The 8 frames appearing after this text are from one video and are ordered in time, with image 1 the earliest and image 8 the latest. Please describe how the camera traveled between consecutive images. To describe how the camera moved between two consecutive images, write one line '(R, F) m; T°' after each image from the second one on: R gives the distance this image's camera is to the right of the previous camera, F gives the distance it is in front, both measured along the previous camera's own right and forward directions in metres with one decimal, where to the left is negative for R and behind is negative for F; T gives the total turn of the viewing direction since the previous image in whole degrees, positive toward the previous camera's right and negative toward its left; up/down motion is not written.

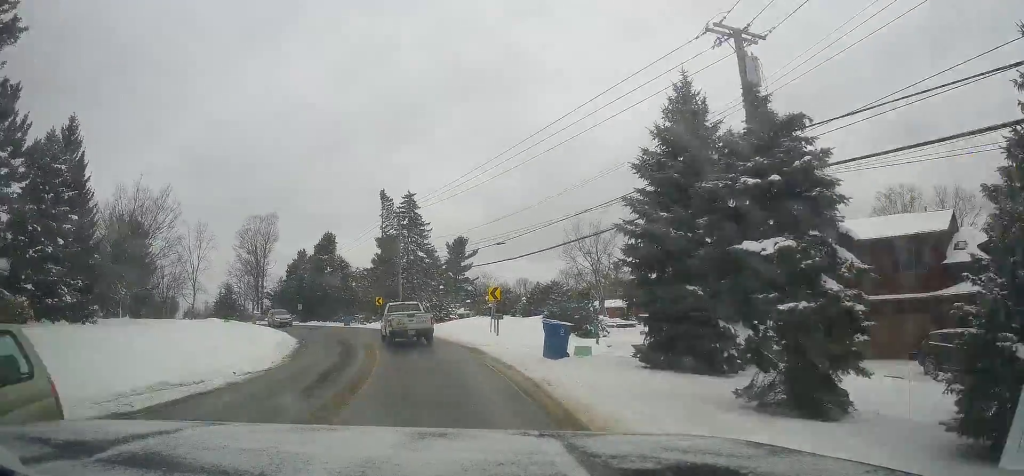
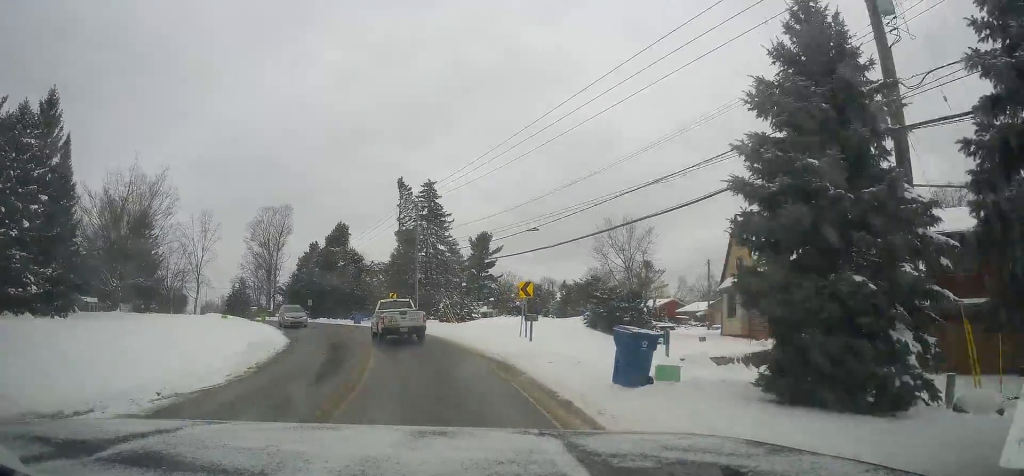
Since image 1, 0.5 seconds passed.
(-0.4, +6.2) m; -1°
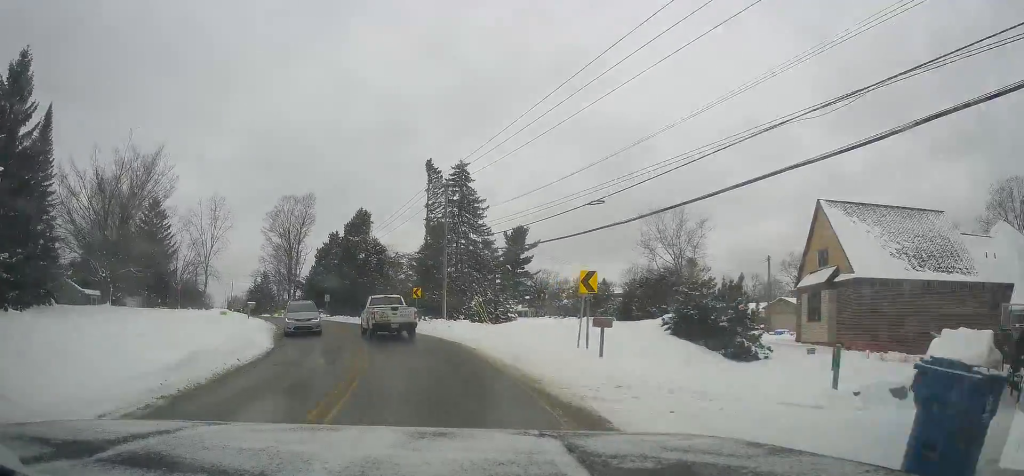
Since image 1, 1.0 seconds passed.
(-0.3, +7.6) m; -1°
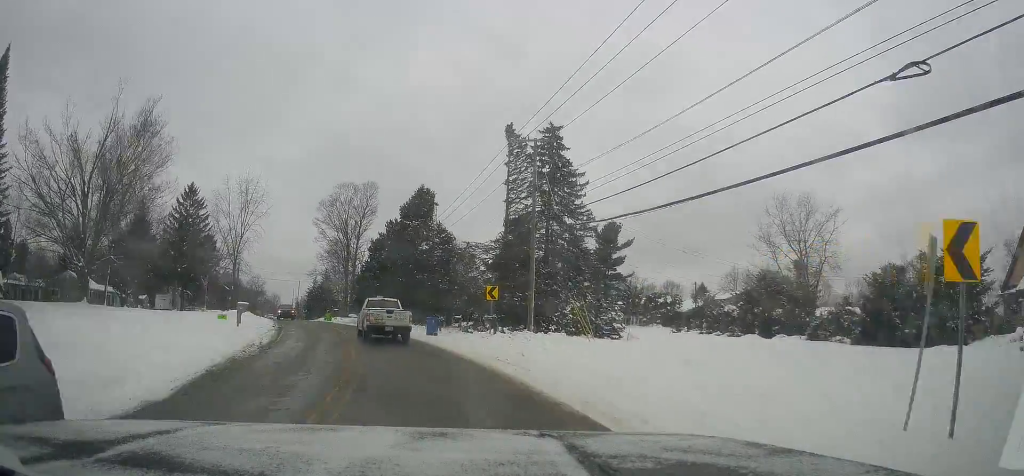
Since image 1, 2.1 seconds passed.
(+0.2, +14.2) m; -4°
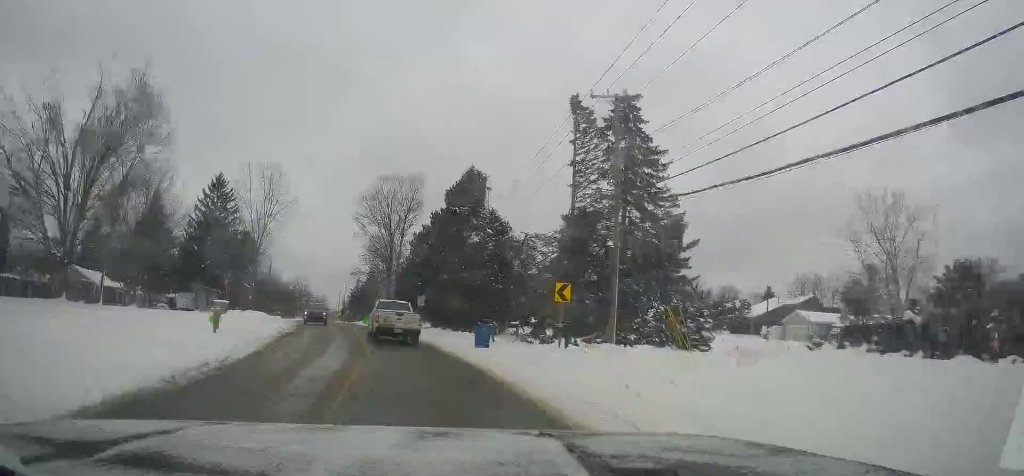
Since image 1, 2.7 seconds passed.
(-0.4, +8.1) m; -5°
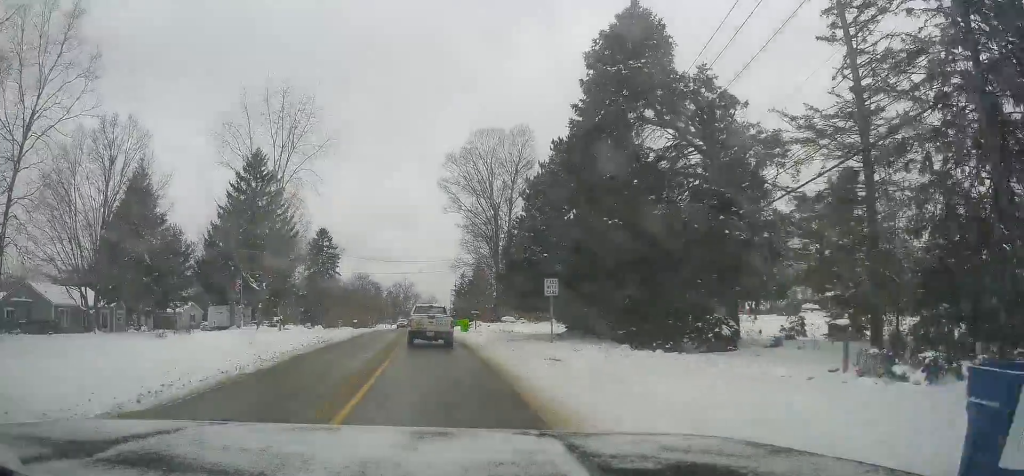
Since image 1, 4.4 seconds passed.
(-3.2, +22.9) m; -14°
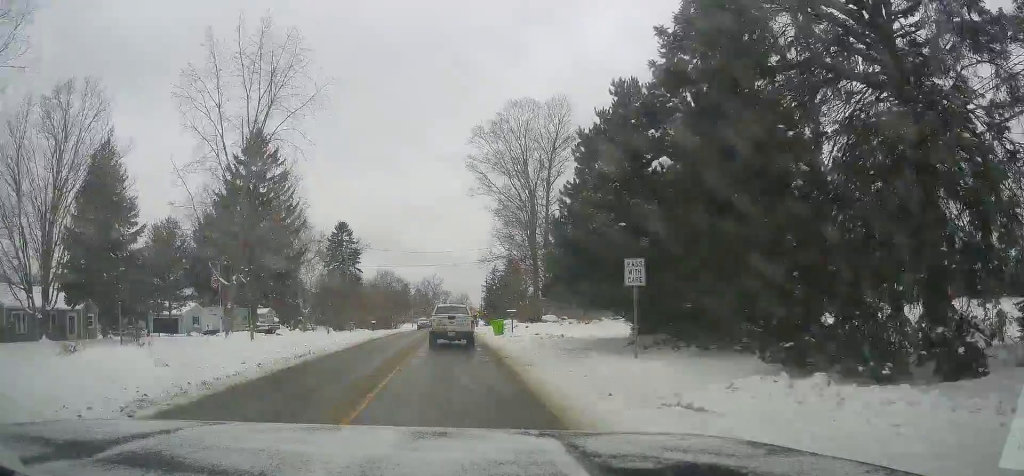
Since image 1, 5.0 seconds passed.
(-0.4, +8.8) m; -3°
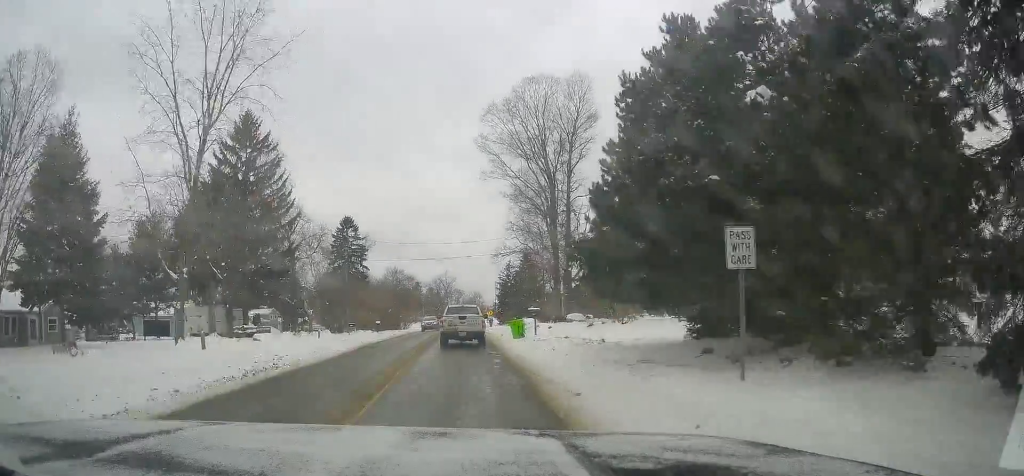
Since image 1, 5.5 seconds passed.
(0.0, +6.1) m; -2°
